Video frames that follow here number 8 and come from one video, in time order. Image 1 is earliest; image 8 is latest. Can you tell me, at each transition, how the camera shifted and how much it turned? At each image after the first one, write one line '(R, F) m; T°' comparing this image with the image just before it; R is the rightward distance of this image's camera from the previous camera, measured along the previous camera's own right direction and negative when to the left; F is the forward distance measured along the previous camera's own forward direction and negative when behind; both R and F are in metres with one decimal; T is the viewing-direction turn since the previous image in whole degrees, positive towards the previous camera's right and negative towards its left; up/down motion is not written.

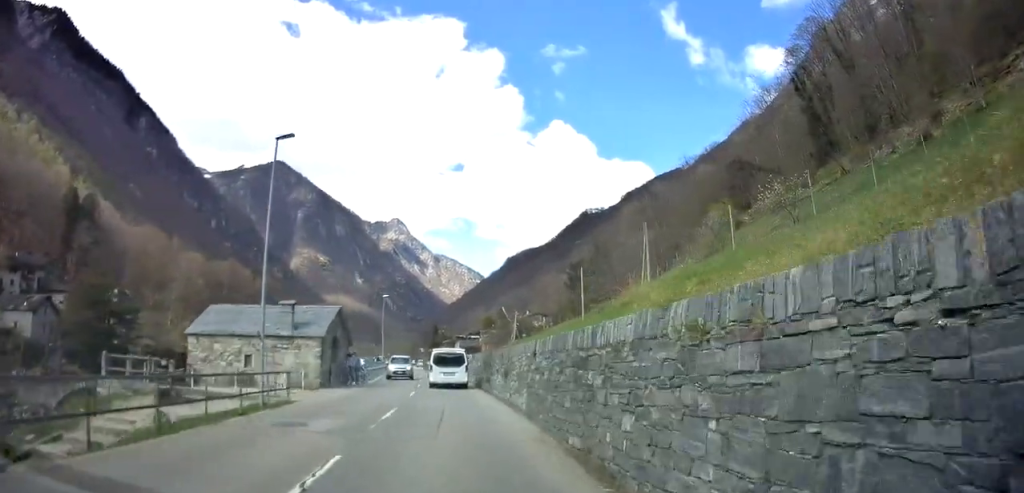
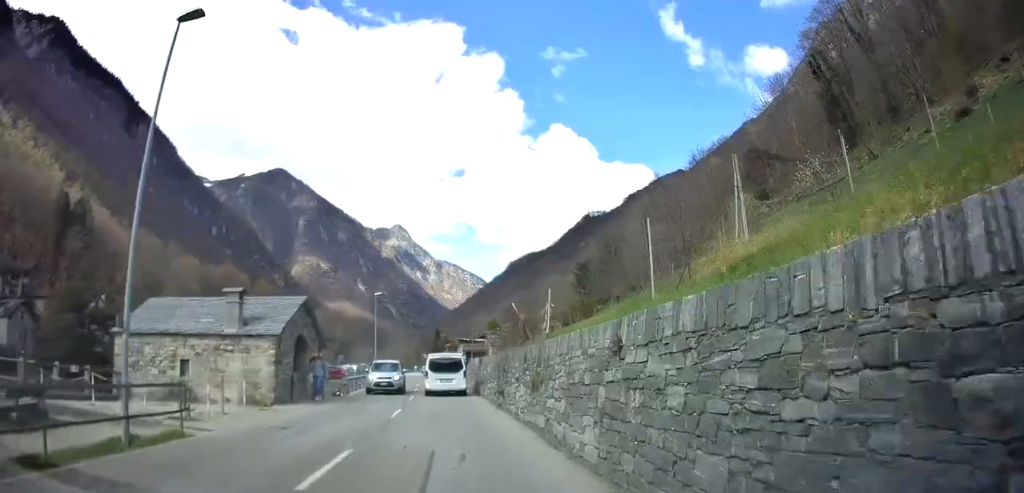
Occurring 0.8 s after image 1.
(+0.1, +6.5) m; 0°
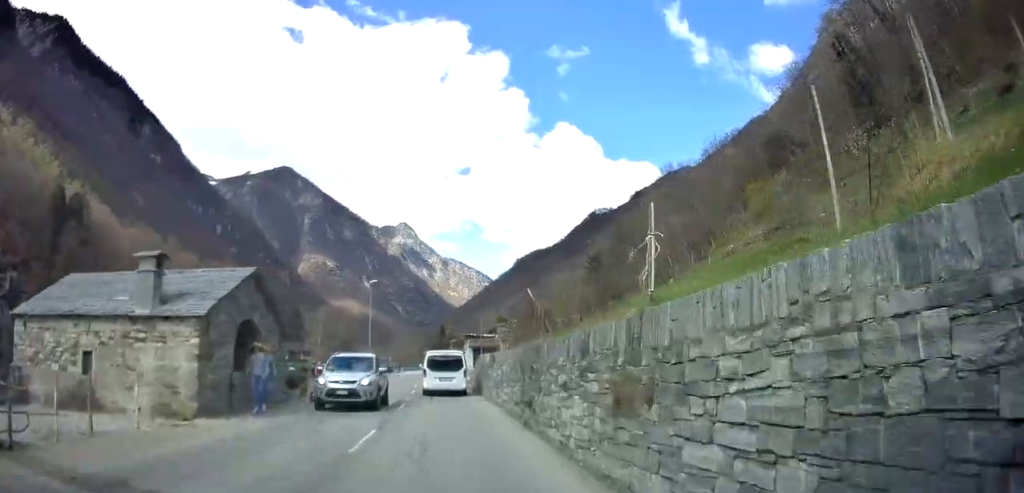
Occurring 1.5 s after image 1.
(-0.2, +6.5) m; 0°
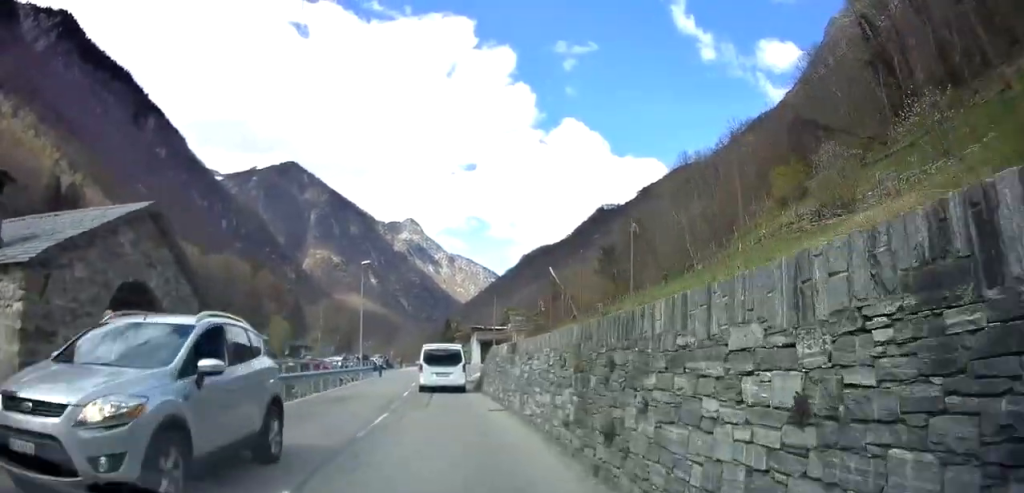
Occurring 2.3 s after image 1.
(+0.3, +6.6) m; -1°
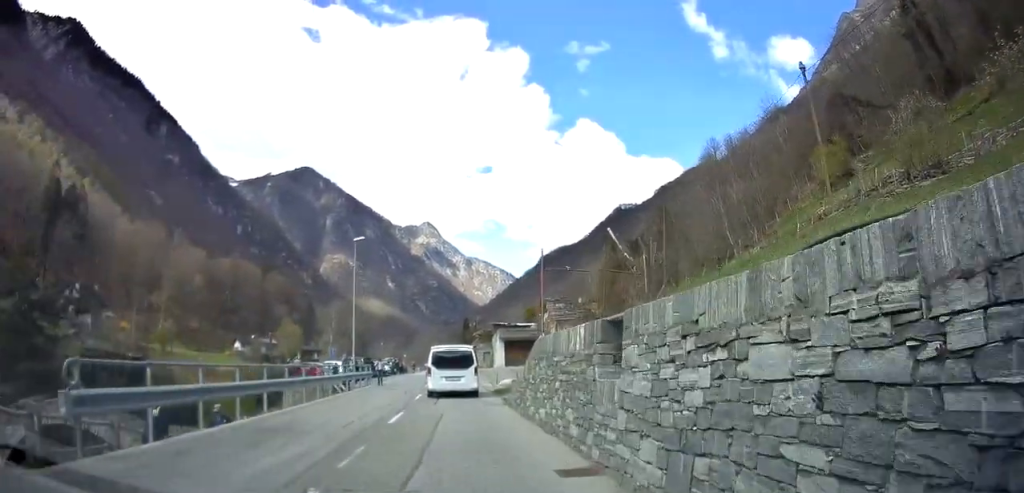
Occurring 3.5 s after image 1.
(-0.5, +8.8) m; -4°
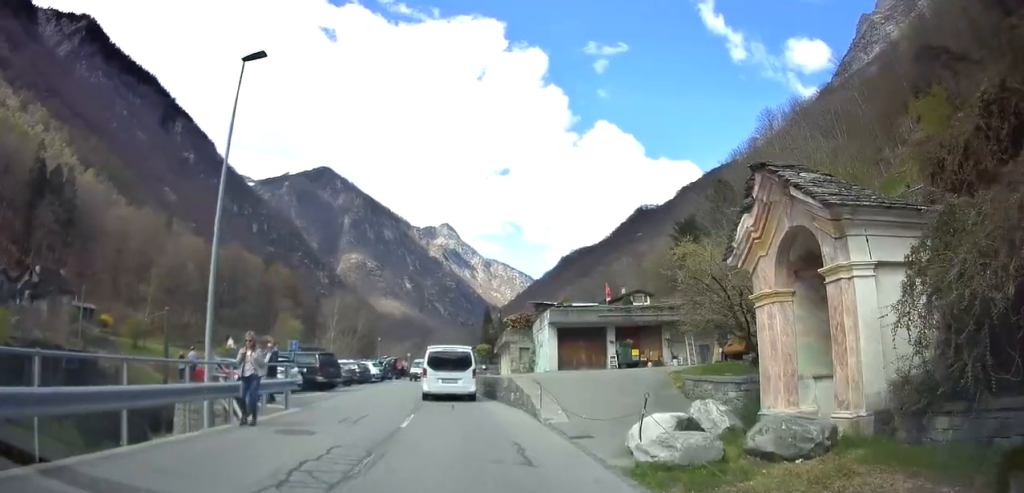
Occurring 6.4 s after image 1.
(-0.2, +19.2) m; -4°
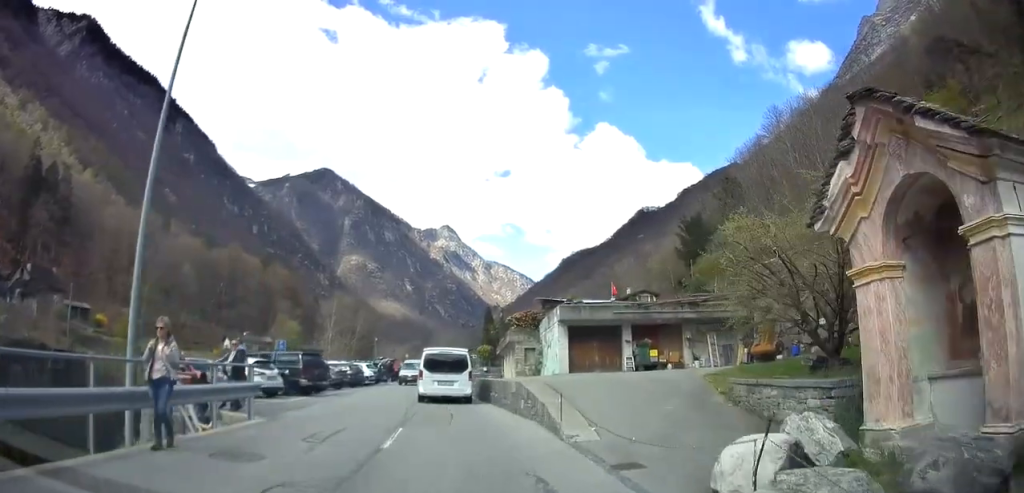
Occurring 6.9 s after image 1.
(0.0, +2.7) m; +1°
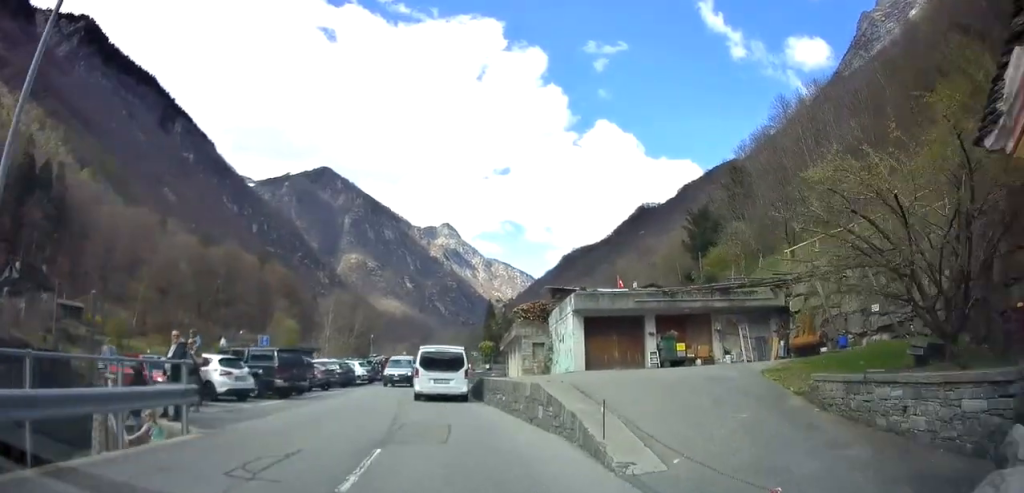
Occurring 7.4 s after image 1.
(0.0, +3.1) m; +2°
